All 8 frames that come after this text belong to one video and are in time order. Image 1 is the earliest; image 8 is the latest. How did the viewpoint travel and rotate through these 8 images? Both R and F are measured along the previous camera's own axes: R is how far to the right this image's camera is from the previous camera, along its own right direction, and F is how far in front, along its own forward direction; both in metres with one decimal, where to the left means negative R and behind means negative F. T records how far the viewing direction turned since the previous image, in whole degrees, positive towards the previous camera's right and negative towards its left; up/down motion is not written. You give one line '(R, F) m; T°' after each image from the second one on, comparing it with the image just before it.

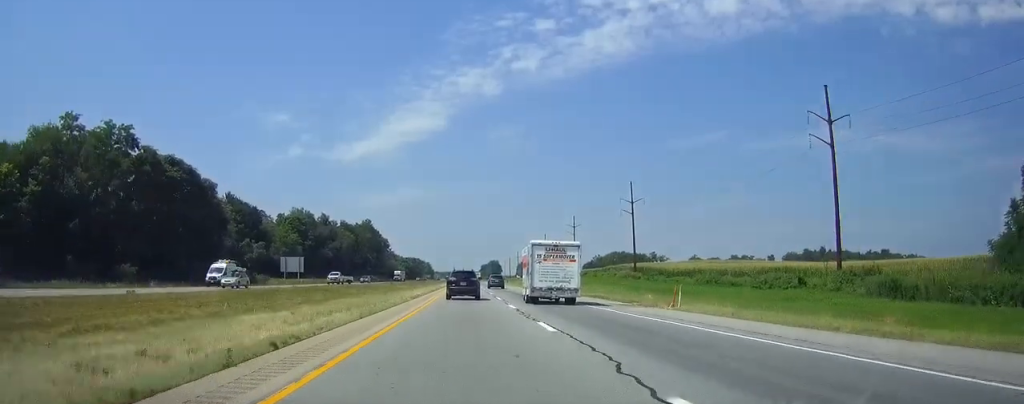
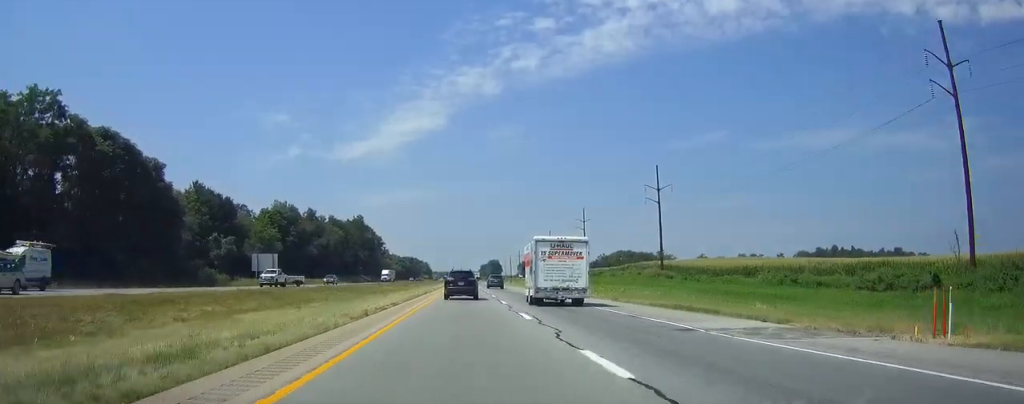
(+0.1, +19.2) m; 0°
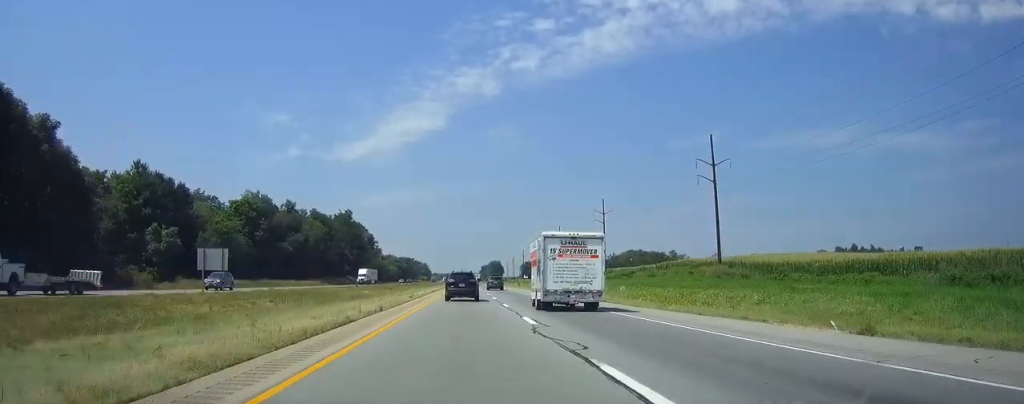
(+0.1, +26.7) m; 0°
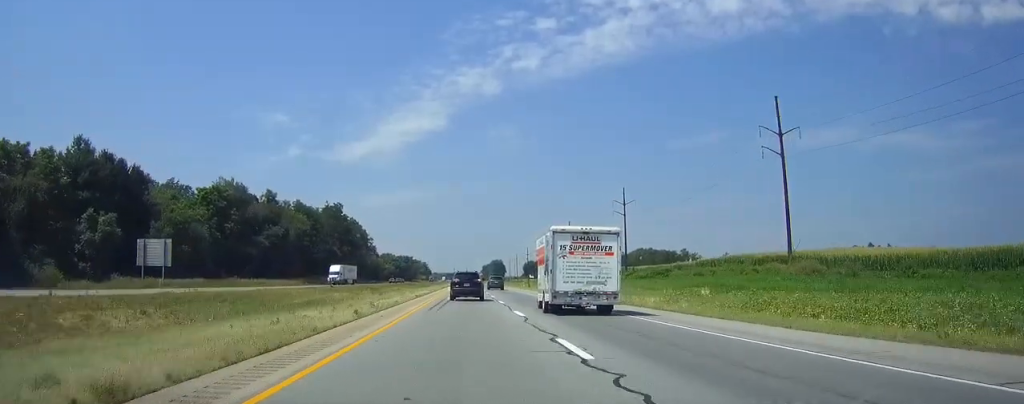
(0.0, +20.3) m; 0°
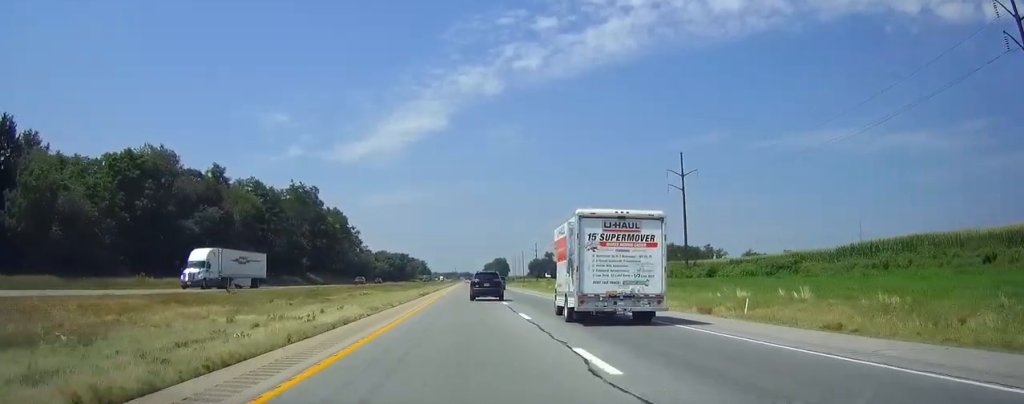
(-0.1, +38.4) m; 0°
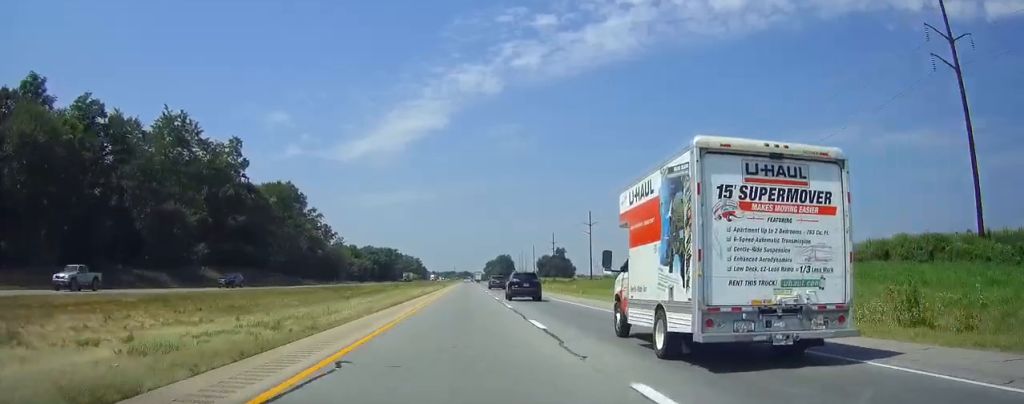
(+0.1, +65.1) m; 0°
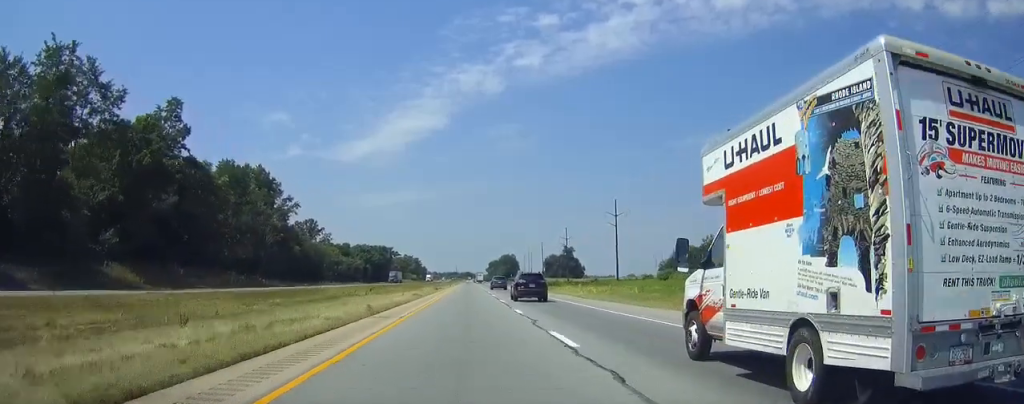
(0.0, +28.8) m; 0°
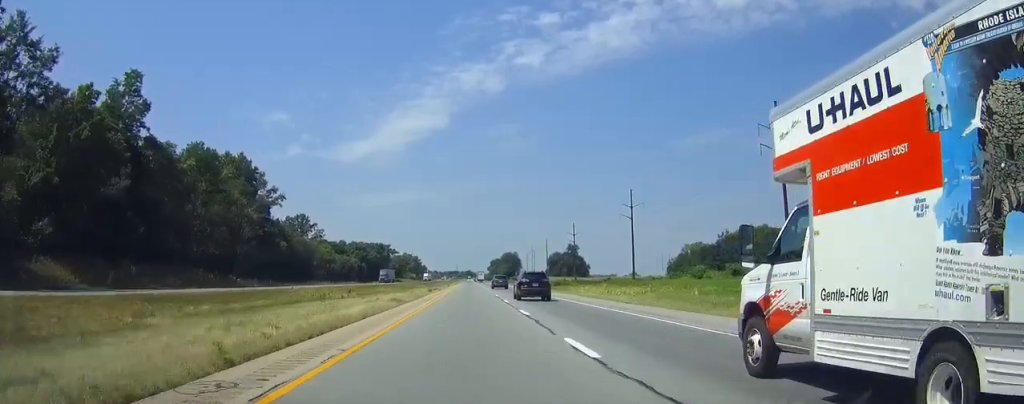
(-0.1, +13.9) m; 0°
